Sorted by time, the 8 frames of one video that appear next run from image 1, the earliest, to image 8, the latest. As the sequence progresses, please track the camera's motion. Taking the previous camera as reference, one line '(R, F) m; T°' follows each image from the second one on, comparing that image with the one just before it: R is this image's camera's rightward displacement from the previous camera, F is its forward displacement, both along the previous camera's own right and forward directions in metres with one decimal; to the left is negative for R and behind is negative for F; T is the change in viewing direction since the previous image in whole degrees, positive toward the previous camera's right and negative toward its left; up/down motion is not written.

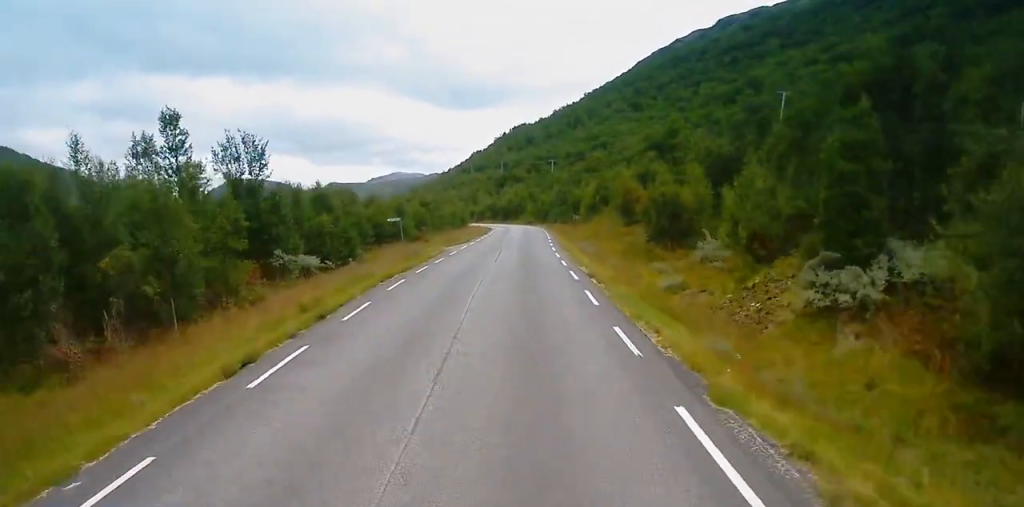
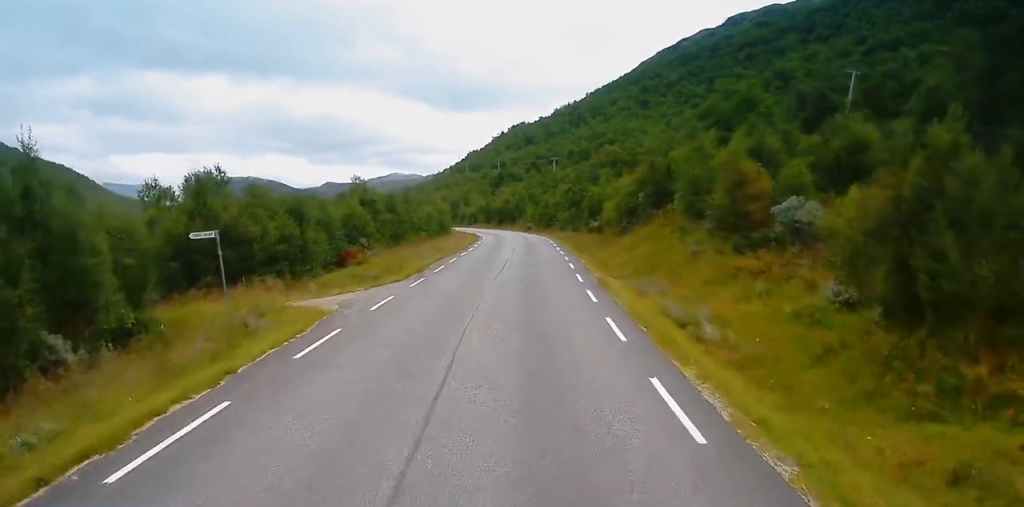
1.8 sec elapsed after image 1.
(+0.2, +27.7) m; 0°
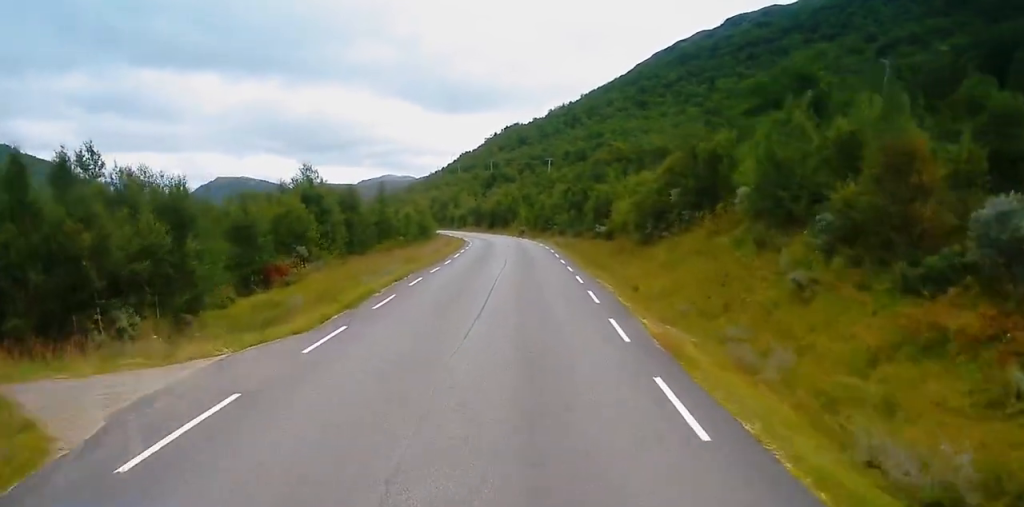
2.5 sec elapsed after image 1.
(-0.4, +12.0) m; -1°
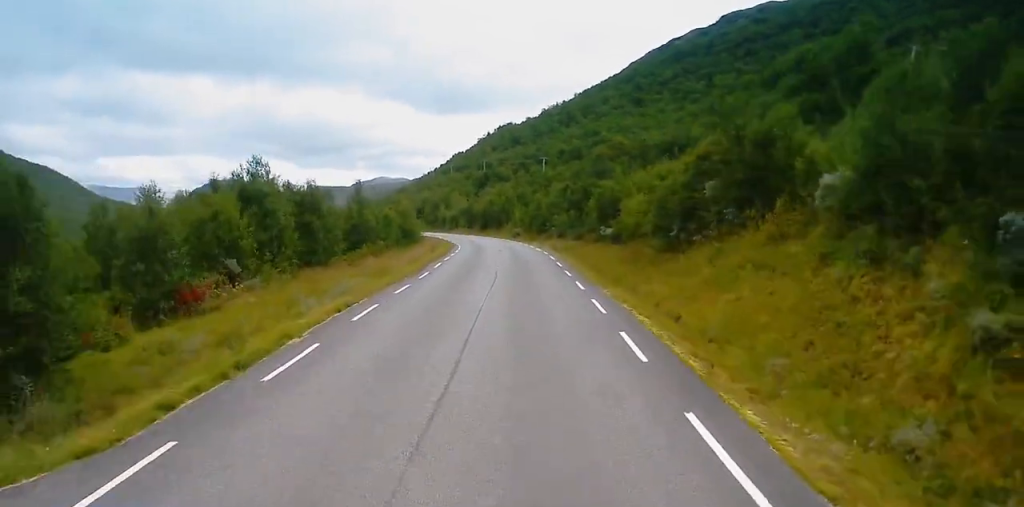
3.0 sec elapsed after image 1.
(+0.1, +8.0) m; +1°
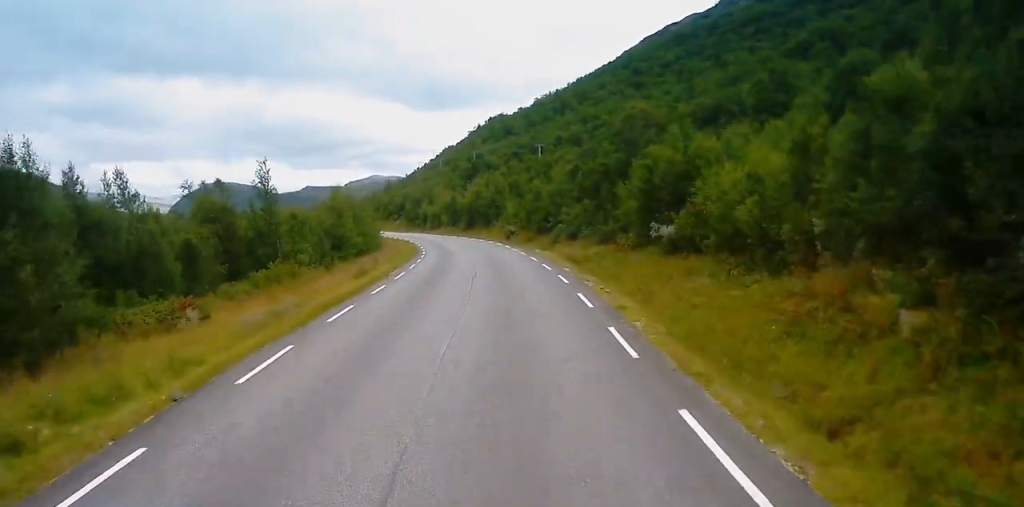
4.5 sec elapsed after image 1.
(+0.7, +24.0) m; 0°
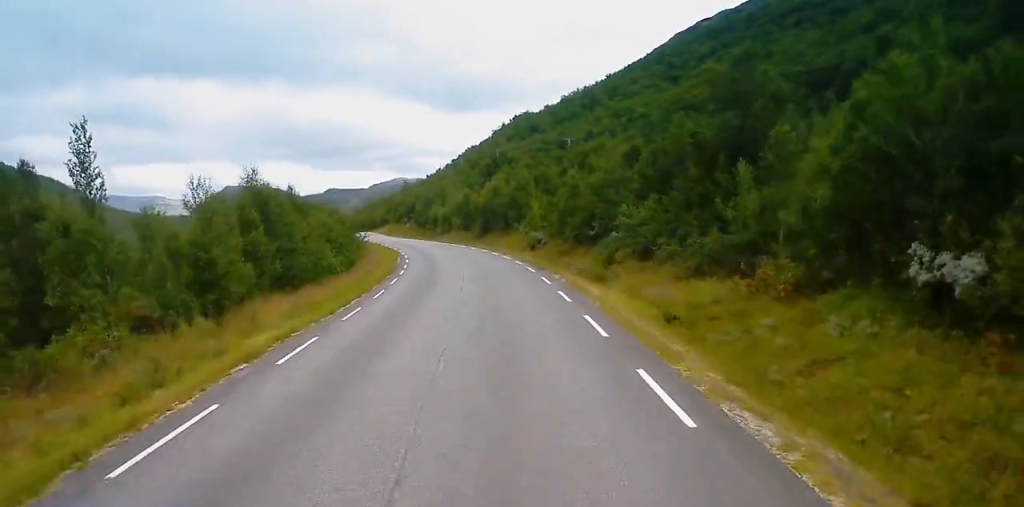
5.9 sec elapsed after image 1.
(-0.9, +21.4) m; -2°
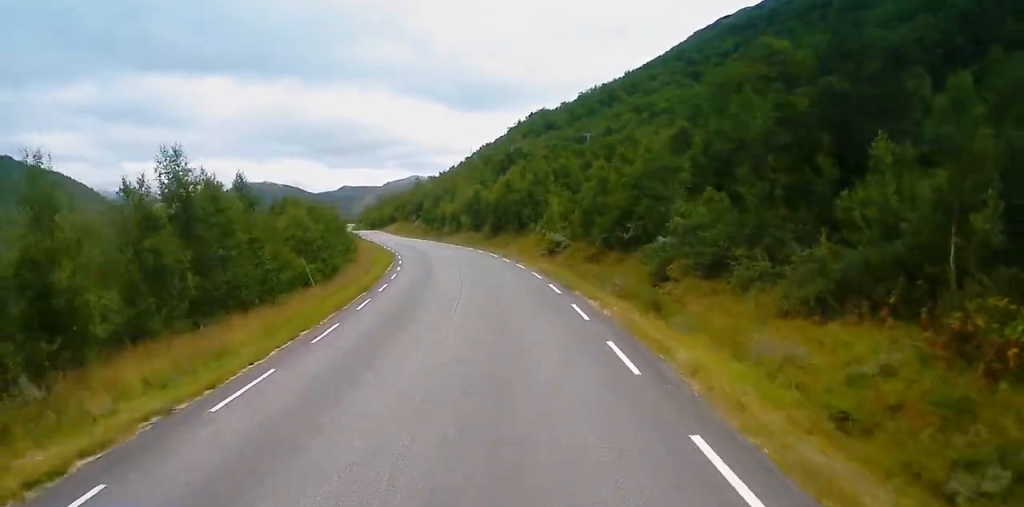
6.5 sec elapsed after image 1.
(+0.2, +9.1) m; 0°
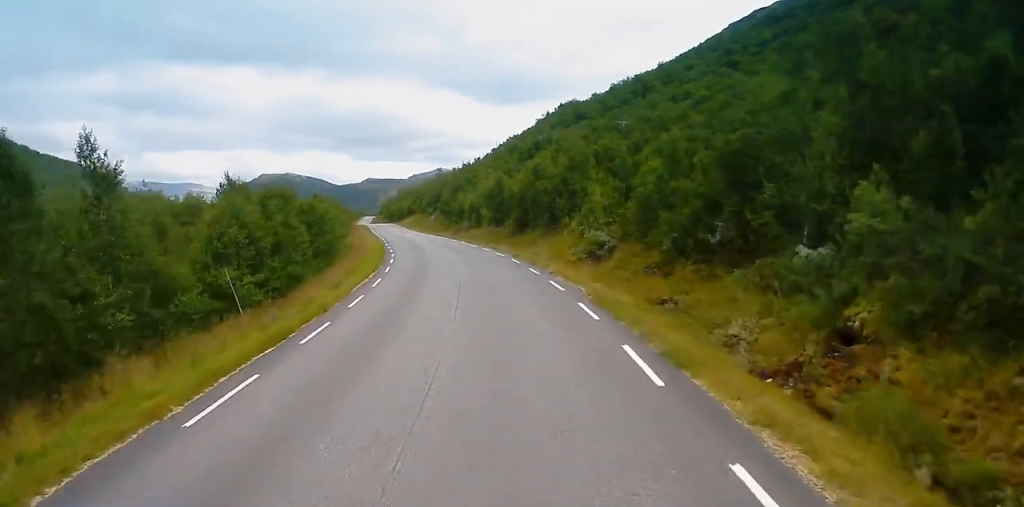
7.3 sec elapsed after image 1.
(-0.3, +13.0) m; -2°
